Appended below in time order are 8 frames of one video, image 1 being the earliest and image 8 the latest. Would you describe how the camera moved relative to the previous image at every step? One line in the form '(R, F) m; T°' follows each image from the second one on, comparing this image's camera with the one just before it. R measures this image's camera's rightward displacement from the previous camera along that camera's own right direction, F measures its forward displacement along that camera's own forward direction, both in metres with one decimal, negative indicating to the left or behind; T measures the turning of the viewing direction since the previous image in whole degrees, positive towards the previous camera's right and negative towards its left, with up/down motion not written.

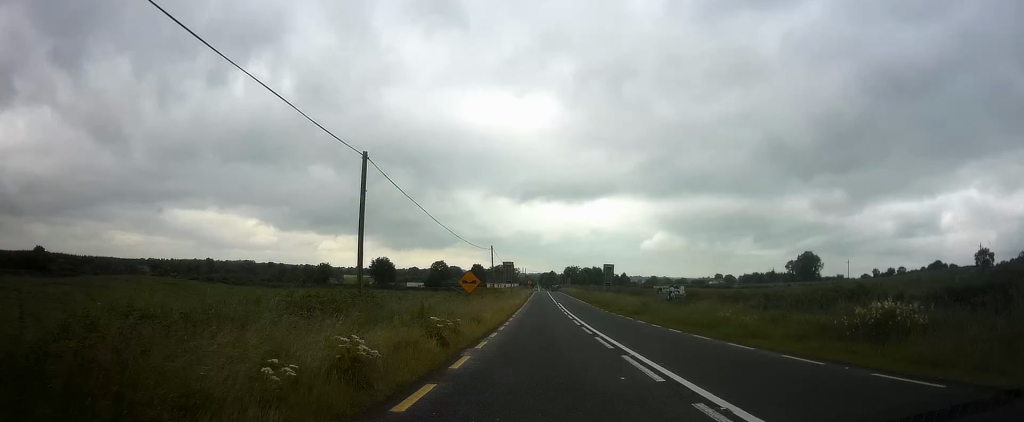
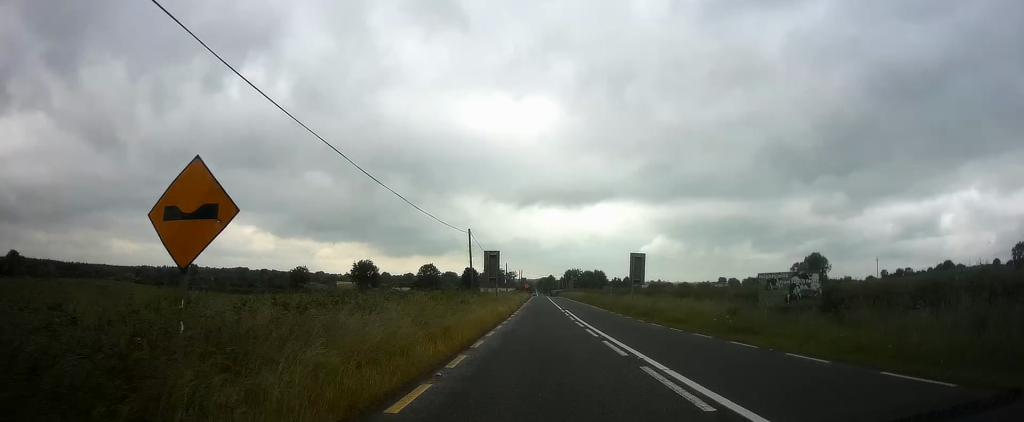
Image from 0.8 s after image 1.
(+0.2, +20.6) m; +1°
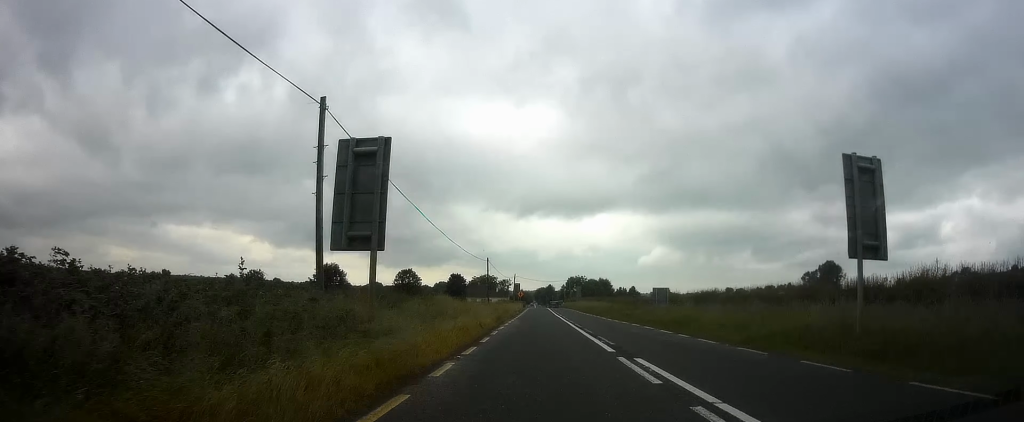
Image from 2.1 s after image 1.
(+0.1, +33.4) m; 0°
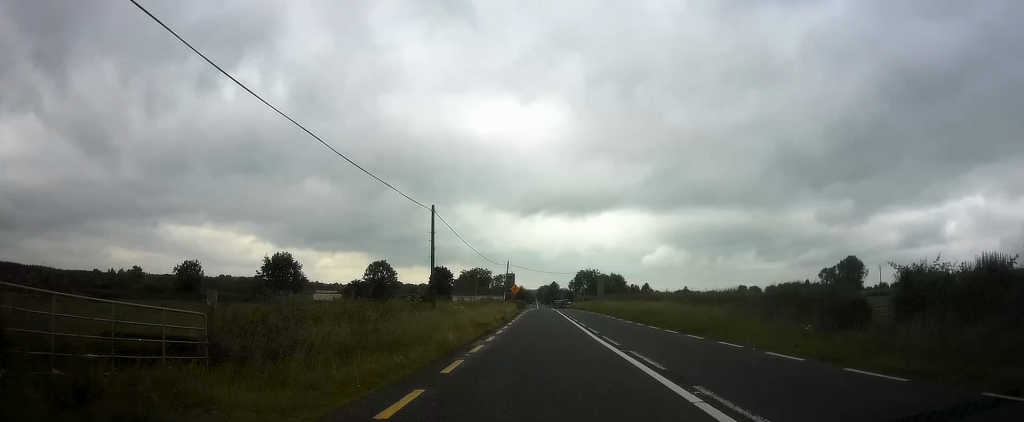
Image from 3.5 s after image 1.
(0.0, +36.1) m; -1°
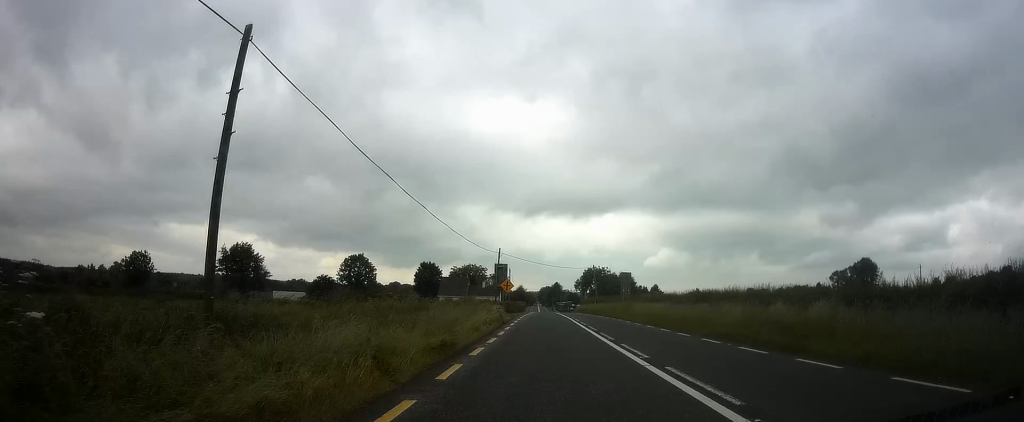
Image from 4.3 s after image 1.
(-0.3, +21.6) m; 0°
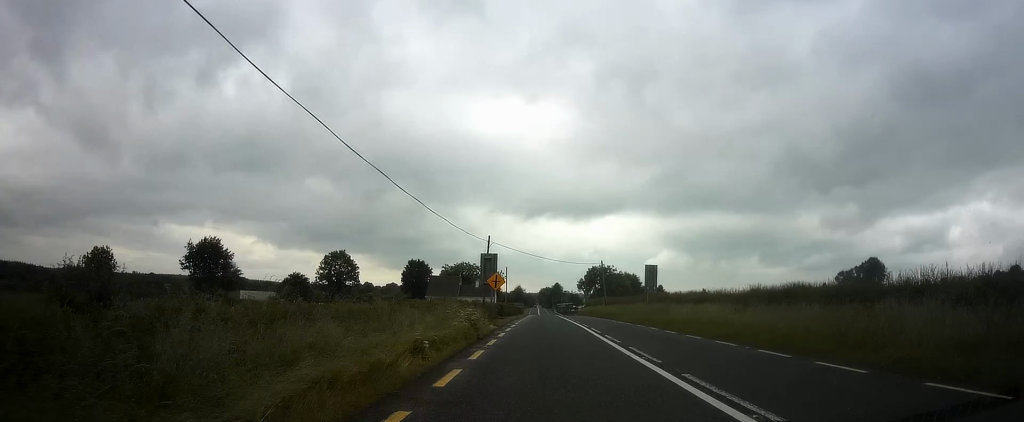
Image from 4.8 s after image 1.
(0.0, +12.9) m; 0°
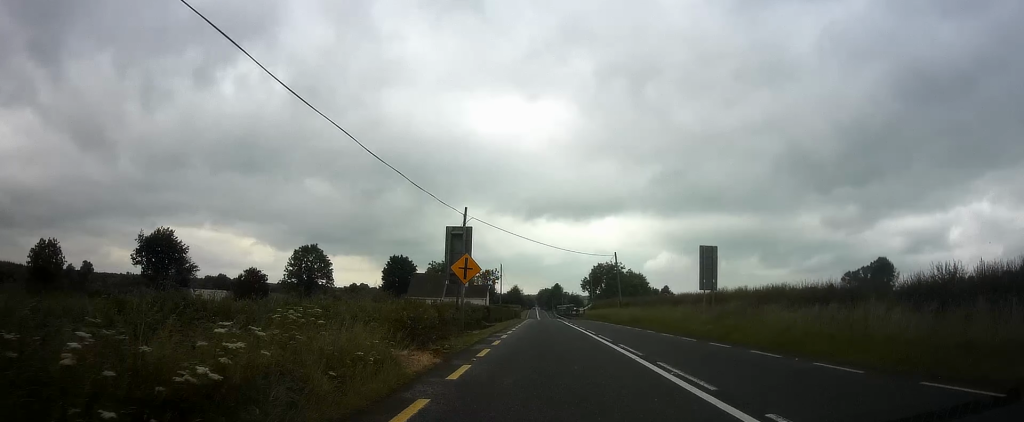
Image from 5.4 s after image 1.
(+0.1, +15.4) m; 0°
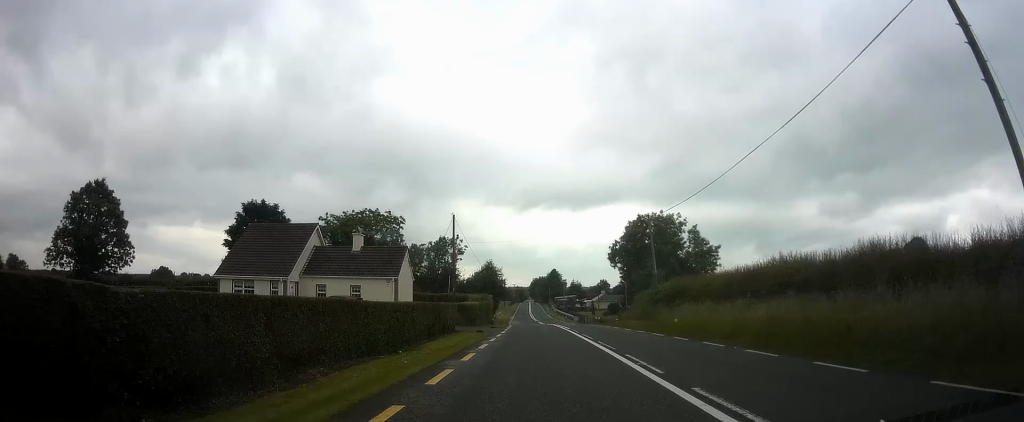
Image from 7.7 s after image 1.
(+0.4, +57.1) m; +1°
